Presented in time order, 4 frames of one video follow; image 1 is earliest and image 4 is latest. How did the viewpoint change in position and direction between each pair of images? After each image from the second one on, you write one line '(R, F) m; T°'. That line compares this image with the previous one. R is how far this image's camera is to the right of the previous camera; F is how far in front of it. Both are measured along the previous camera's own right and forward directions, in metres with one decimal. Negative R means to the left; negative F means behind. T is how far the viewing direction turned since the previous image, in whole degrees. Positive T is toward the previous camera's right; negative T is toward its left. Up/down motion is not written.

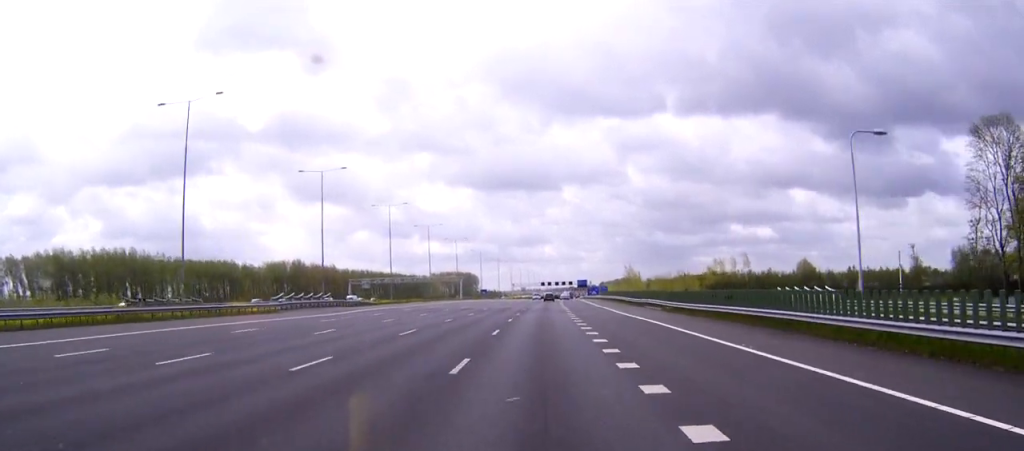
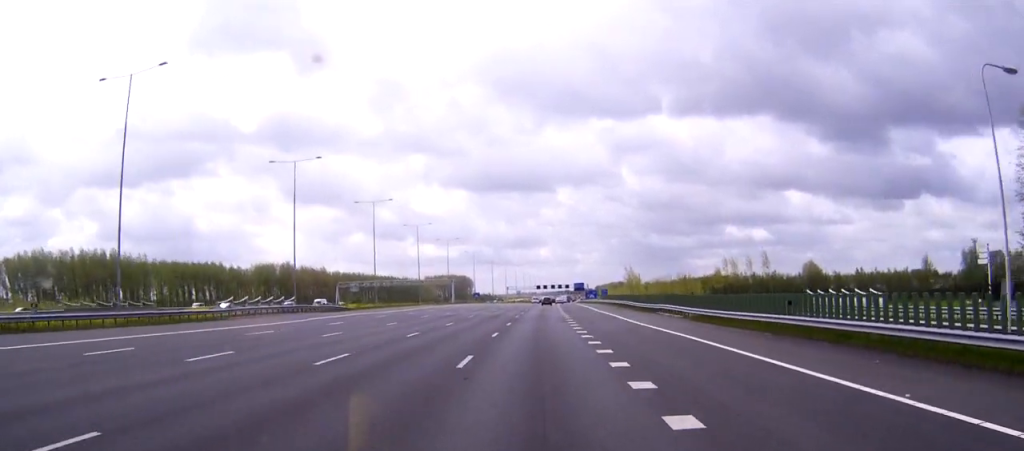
(0.0, +10.9) m; 0°
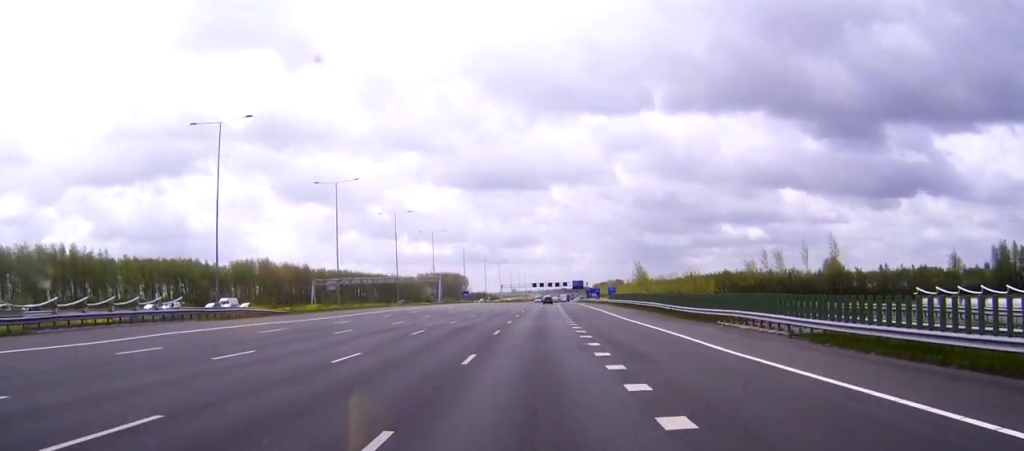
(+0.1, +23.8) m; 0°
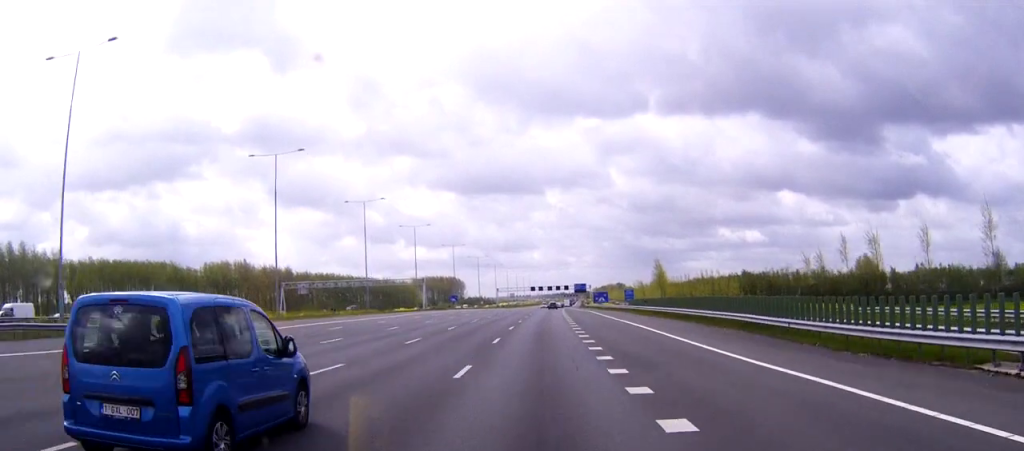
(0.0, +27.7) m; 0°
